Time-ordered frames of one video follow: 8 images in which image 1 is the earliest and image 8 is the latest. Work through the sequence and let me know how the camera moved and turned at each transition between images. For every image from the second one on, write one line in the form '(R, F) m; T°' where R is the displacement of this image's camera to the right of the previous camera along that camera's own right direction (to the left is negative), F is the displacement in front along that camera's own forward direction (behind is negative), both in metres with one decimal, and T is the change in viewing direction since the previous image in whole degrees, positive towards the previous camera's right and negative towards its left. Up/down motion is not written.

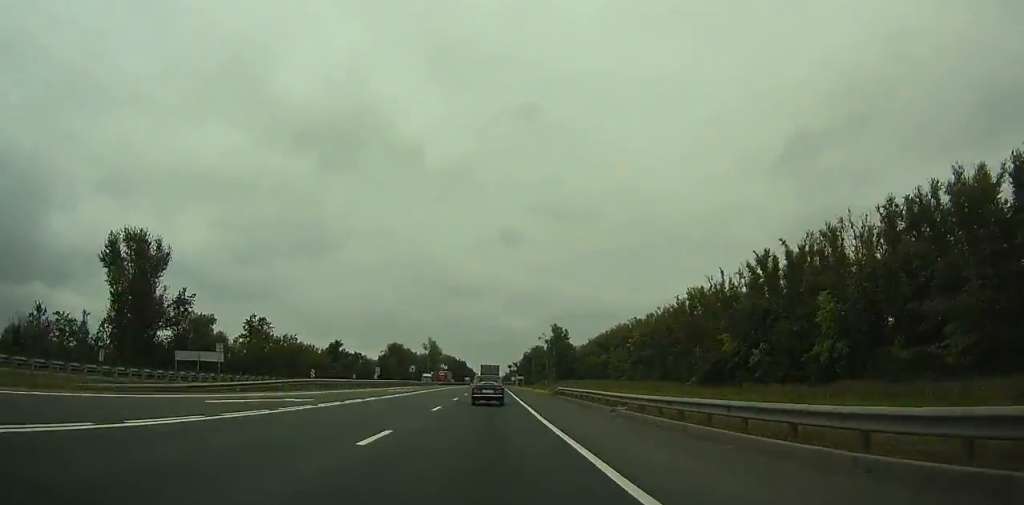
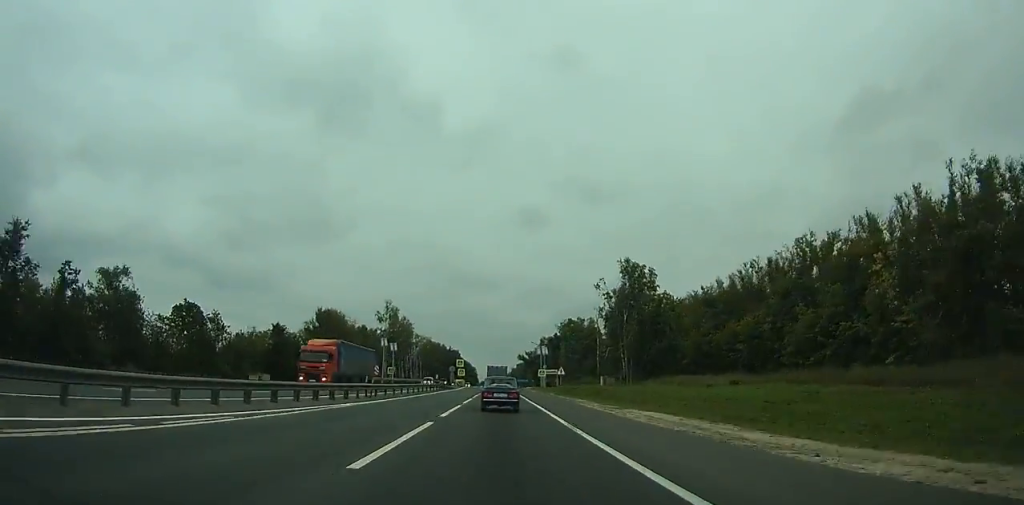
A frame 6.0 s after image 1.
(-1.0, +130.0) m; -1°
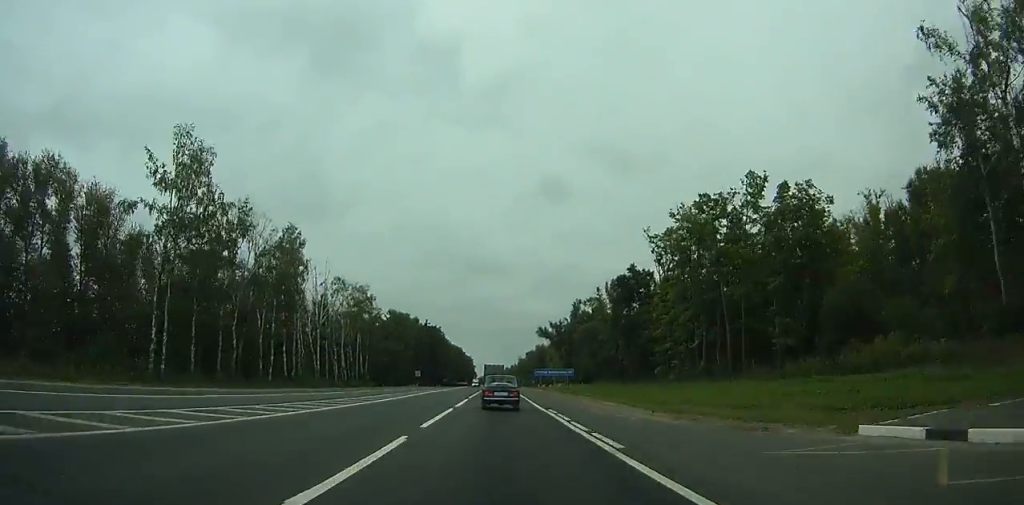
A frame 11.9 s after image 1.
(+0.1, +125.6) m; 0°
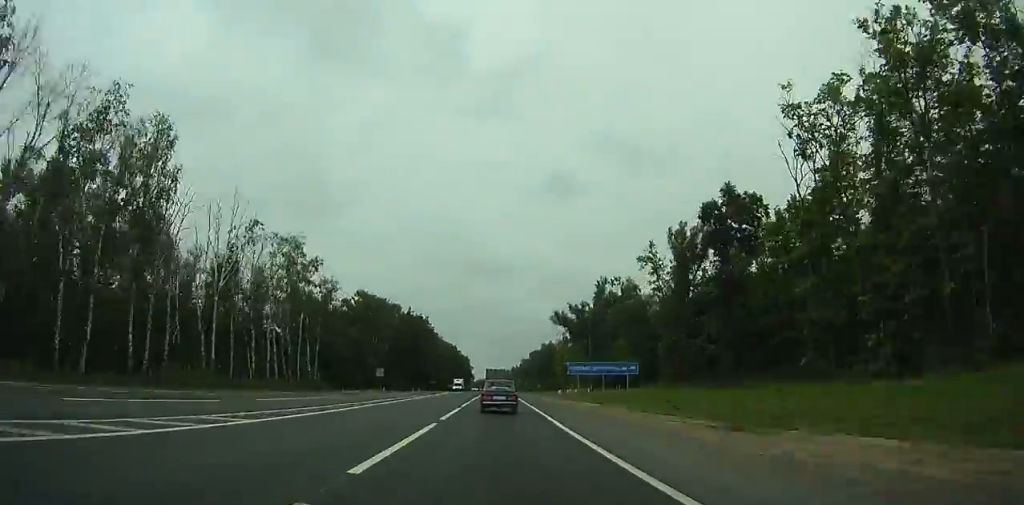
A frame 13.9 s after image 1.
(-0.1, +42.5) m; 0°
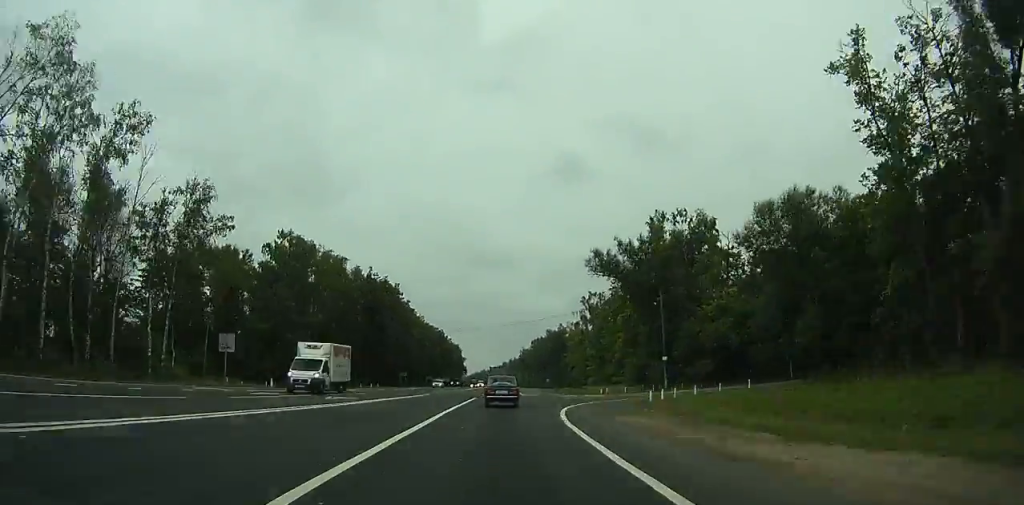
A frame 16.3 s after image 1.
(-0.1, +51.1) m; 0°
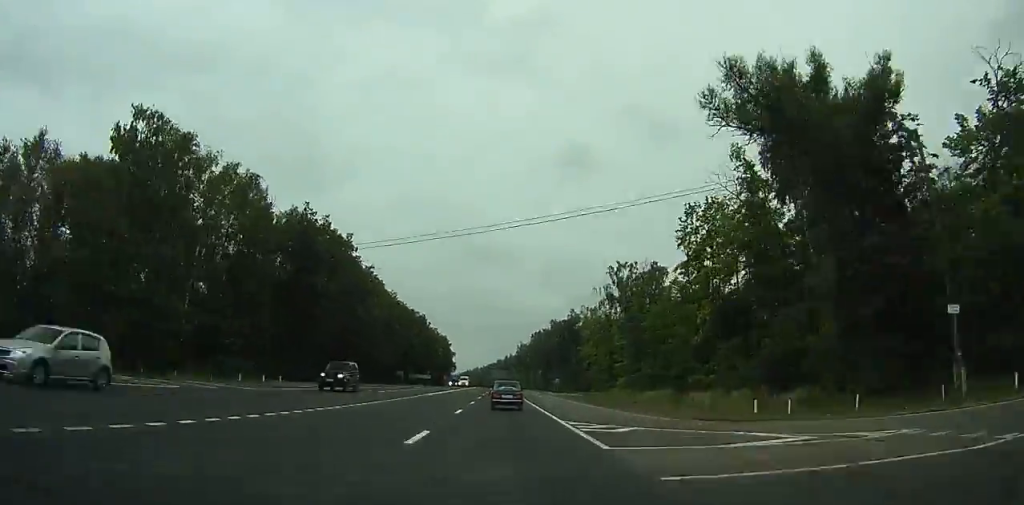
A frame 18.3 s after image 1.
(+0.1, +42.9) m; +1°
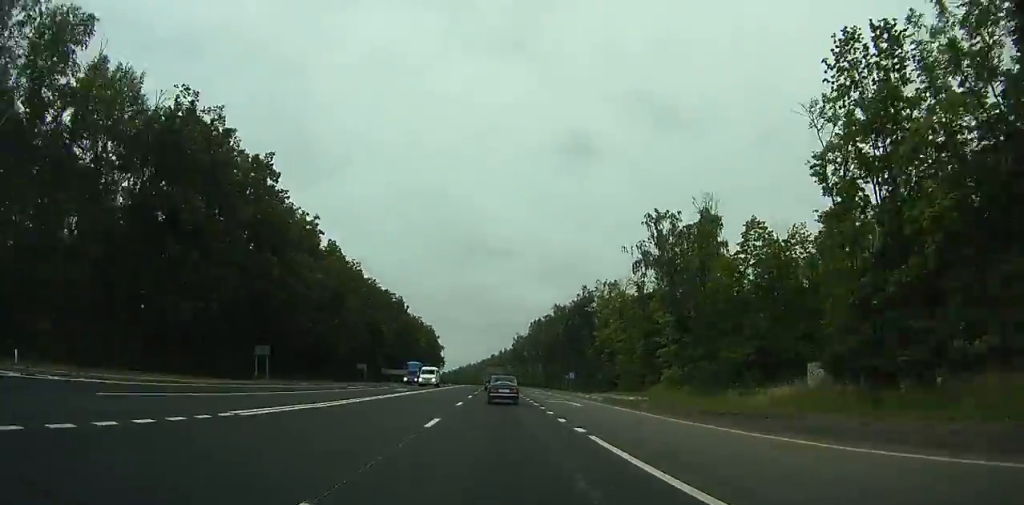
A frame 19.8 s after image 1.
(+0.4, +32.5) m; +1°
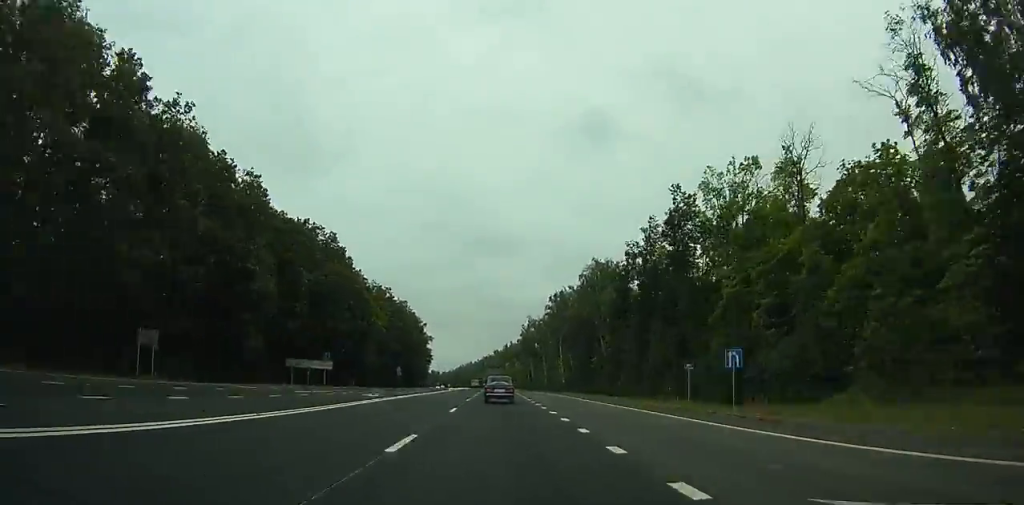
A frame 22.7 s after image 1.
(+1.1, +63.5) m; 0°
